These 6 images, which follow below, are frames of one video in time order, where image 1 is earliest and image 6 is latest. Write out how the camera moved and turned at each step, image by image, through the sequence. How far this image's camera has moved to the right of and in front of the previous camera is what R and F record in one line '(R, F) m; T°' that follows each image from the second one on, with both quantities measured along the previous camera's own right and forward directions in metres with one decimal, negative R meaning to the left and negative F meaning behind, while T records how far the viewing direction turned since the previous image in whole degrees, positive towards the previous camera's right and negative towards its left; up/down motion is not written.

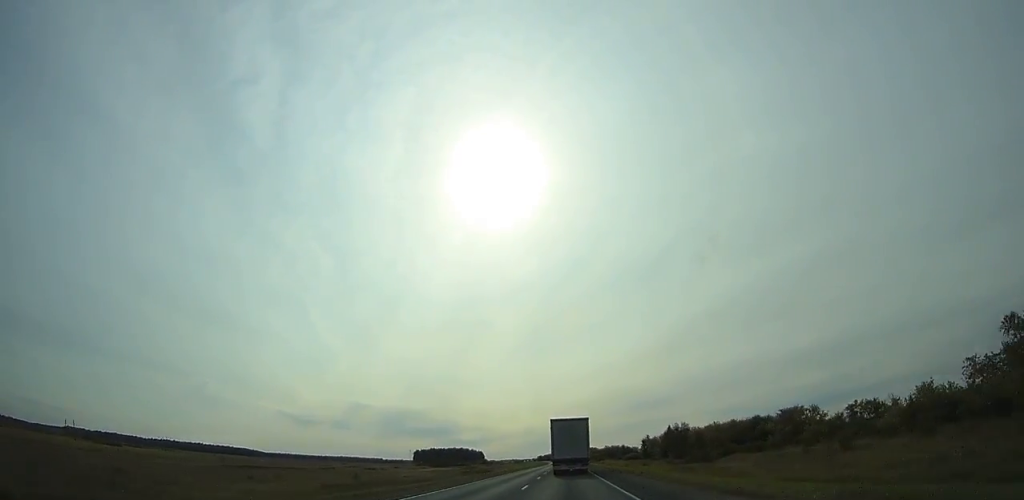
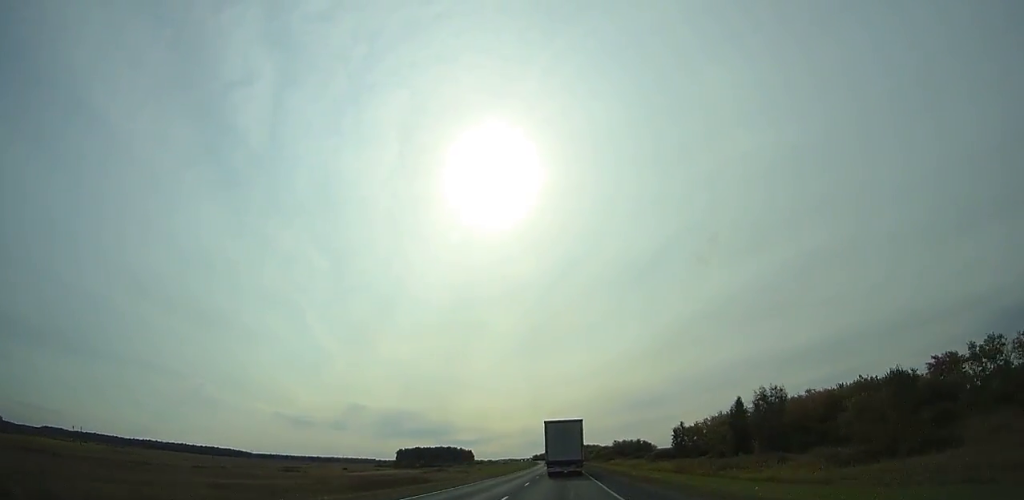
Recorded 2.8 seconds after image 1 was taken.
(+0.3, +64.9) m; 0°
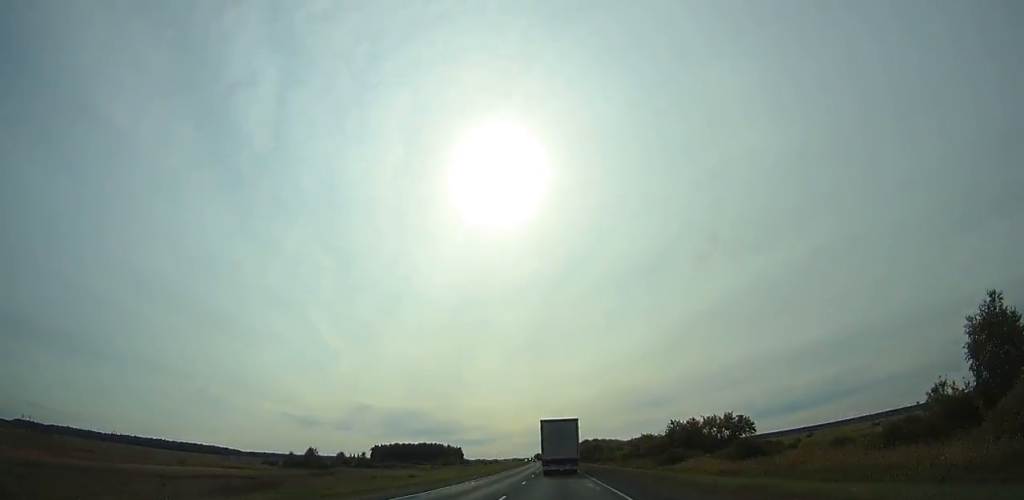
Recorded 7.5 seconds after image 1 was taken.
(+0.1, +109.0) m; 0°
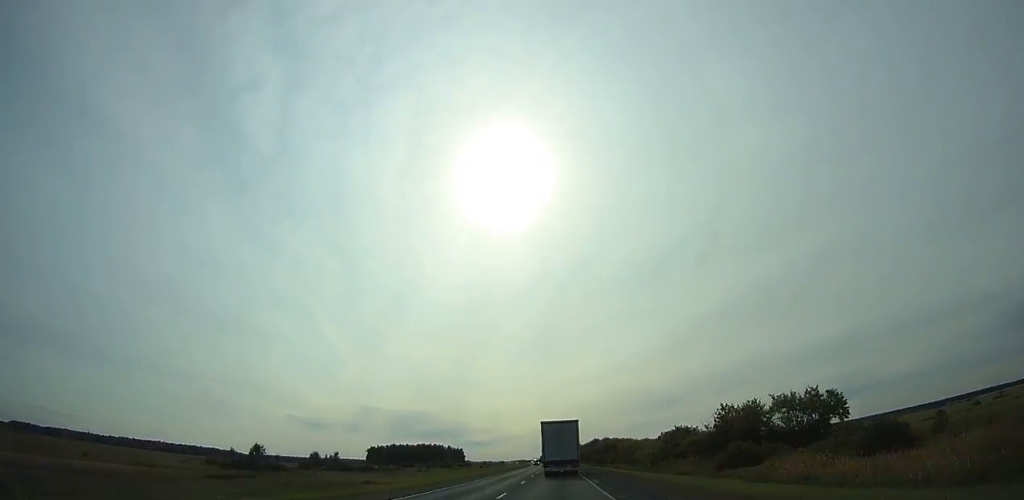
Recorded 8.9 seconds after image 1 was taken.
(+0.2, +32.5) m; 0°
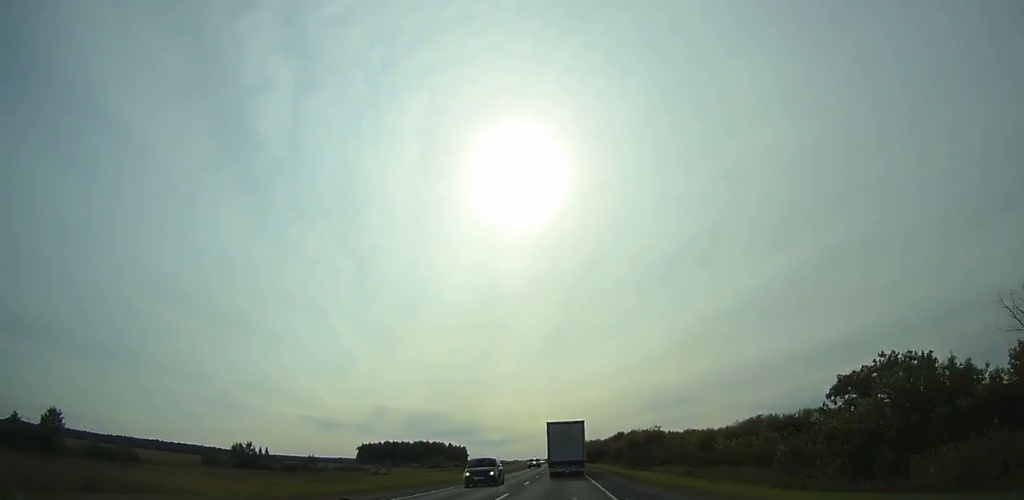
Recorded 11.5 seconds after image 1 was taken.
(-0.6, +60.3) m; -1°
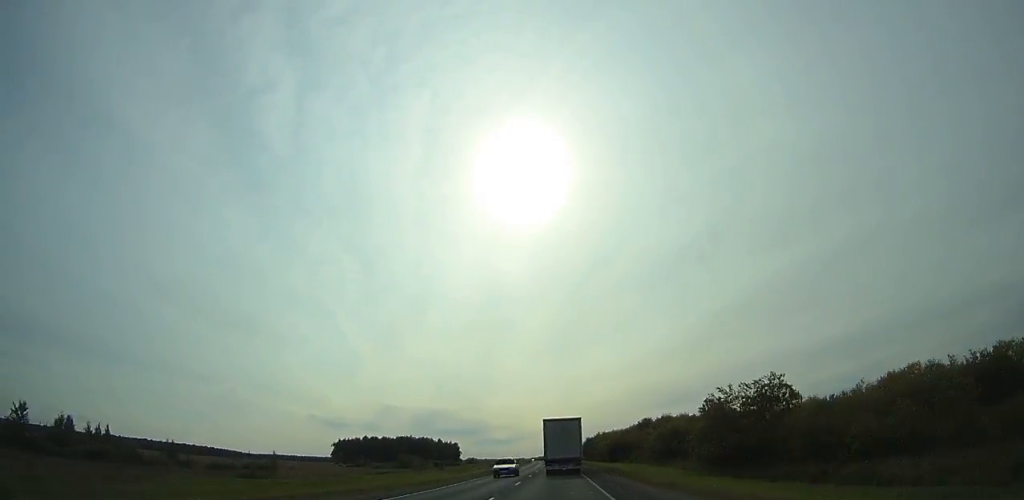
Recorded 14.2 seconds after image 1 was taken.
(-0.6, +62.7) m; -1°
